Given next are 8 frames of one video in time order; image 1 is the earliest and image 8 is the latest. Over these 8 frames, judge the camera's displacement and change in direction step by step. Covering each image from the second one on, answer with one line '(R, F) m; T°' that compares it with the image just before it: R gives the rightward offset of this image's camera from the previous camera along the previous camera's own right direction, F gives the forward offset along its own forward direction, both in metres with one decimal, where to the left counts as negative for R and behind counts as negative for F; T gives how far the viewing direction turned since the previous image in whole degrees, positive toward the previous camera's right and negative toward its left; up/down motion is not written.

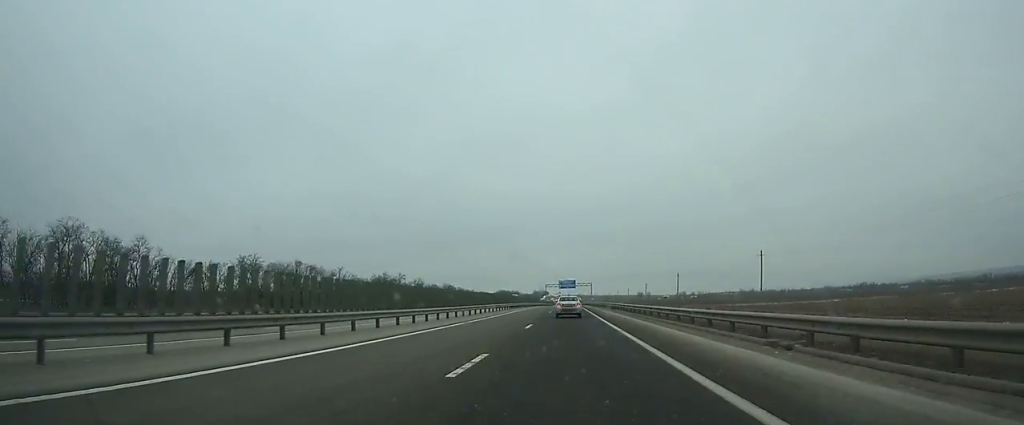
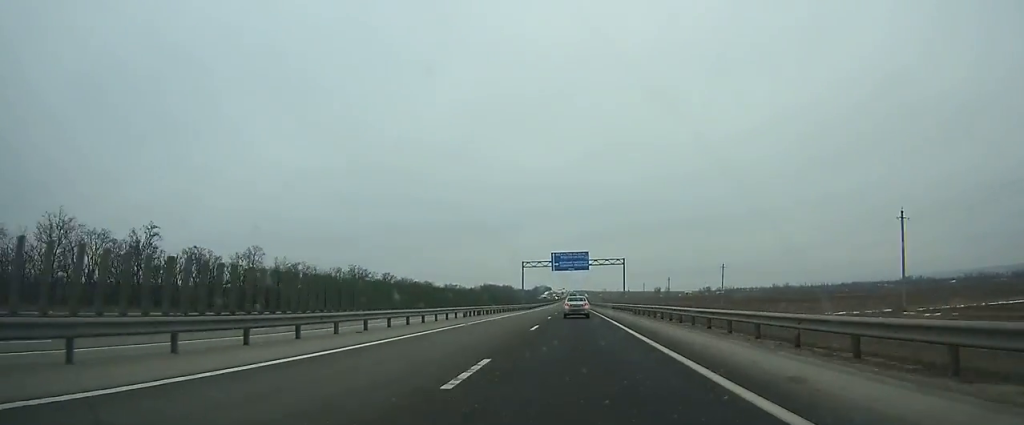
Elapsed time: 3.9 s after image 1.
(-0.2, +112.9) m; 0°
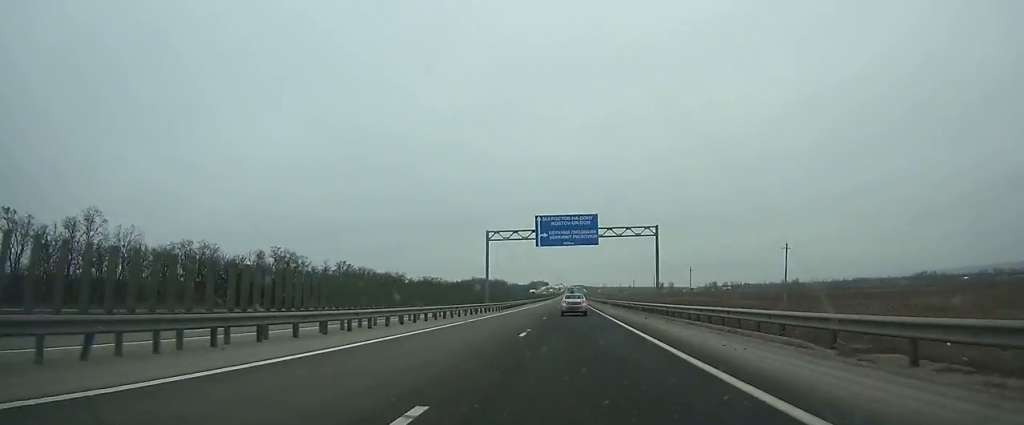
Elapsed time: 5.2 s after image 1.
(+0.1, +37.6) m; 0°
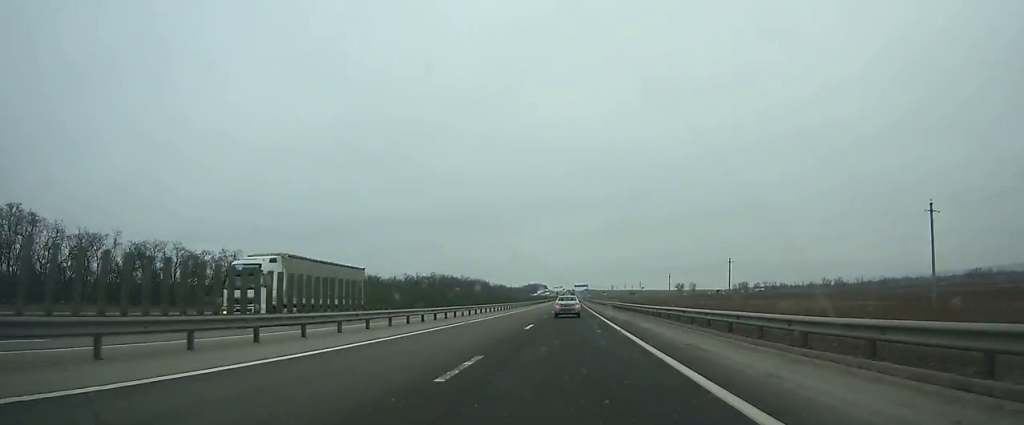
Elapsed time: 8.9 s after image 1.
(+0.2, +106.6) m; 0°
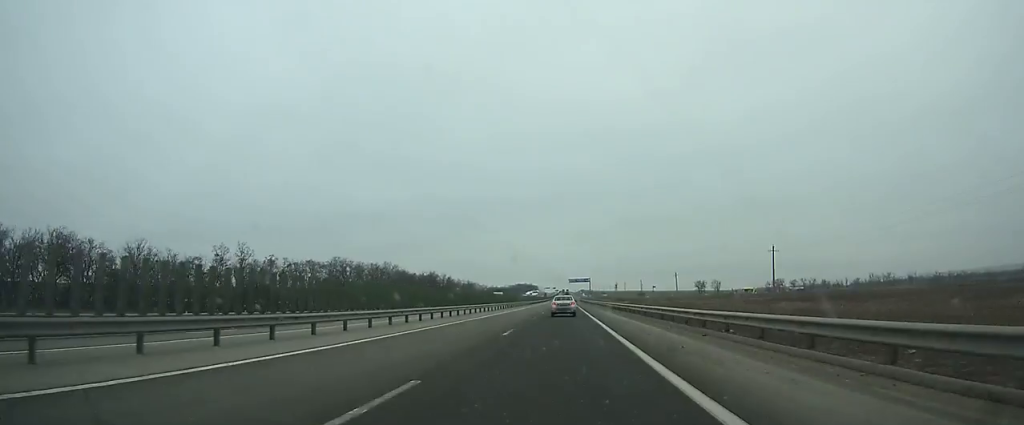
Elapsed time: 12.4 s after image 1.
(+0.2, +99.0) m; 0°
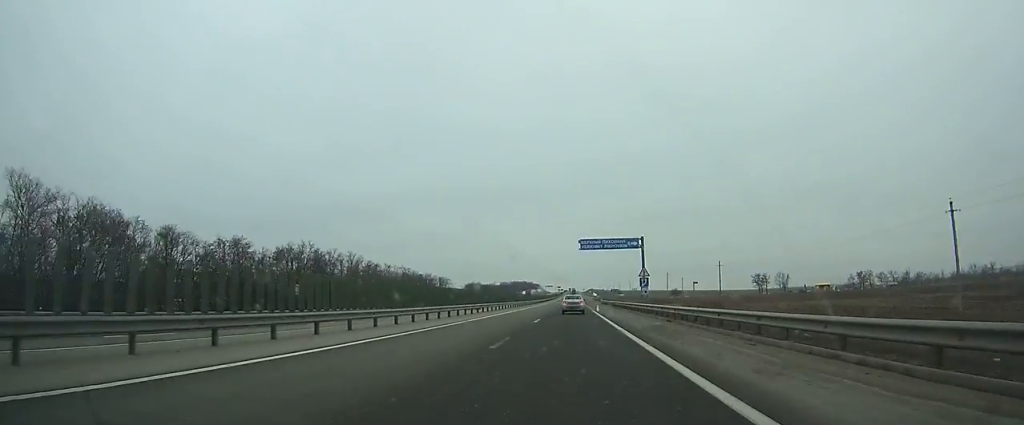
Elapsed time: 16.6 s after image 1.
(-0.5, +114.8) m; 0°
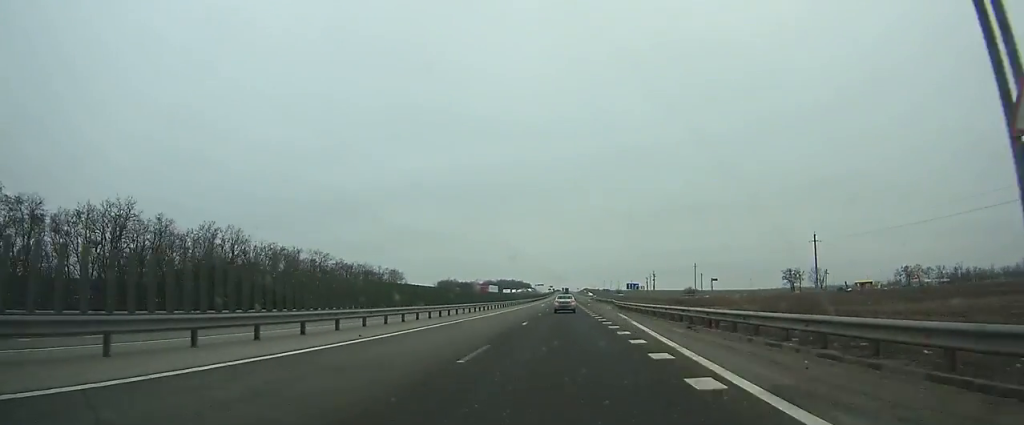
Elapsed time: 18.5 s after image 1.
(+0.1, +49.8) m; 0°
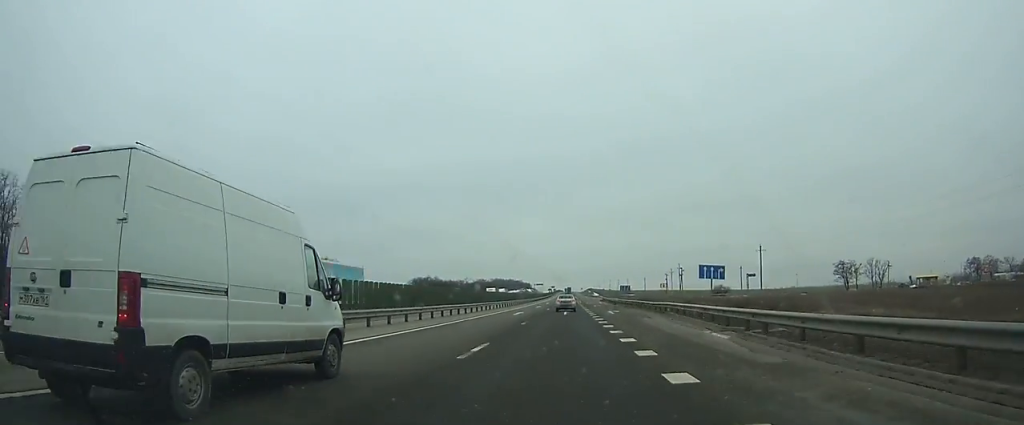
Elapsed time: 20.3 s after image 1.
(+0.1, +46.1) m; 0°
